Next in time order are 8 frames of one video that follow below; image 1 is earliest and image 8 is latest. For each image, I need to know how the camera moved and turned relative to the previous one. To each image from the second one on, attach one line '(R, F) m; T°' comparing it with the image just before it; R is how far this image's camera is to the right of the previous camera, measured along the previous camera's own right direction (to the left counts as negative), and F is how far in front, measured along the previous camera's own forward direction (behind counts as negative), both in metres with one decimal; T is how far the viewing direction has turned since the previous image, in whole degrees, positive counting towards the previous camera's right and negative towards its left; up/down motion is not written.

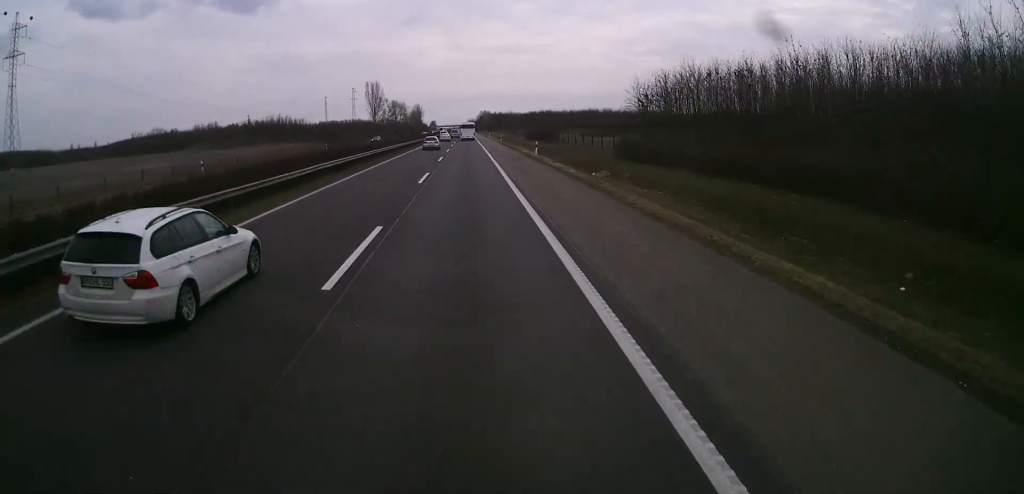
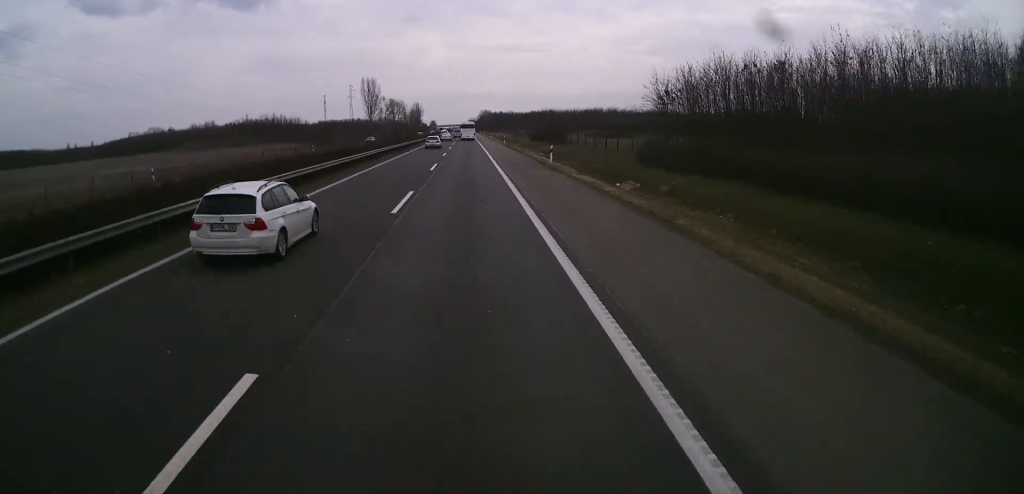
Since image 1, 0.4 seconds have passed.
(+0.1, +9.2) m; 0°
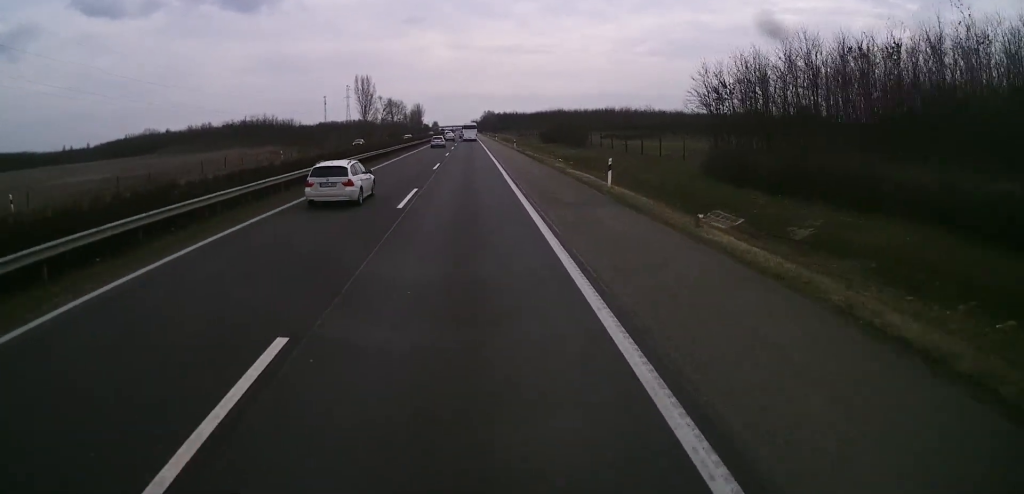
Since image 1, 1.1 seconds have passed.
(0.0, +17.0) m; -1°
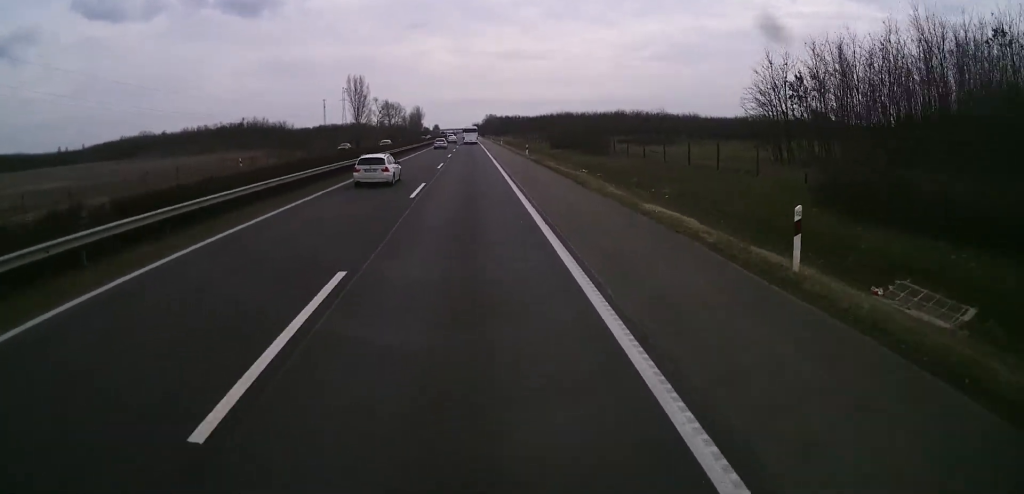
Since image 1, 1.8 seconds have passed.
(-0.3, +14.6) m; 0°
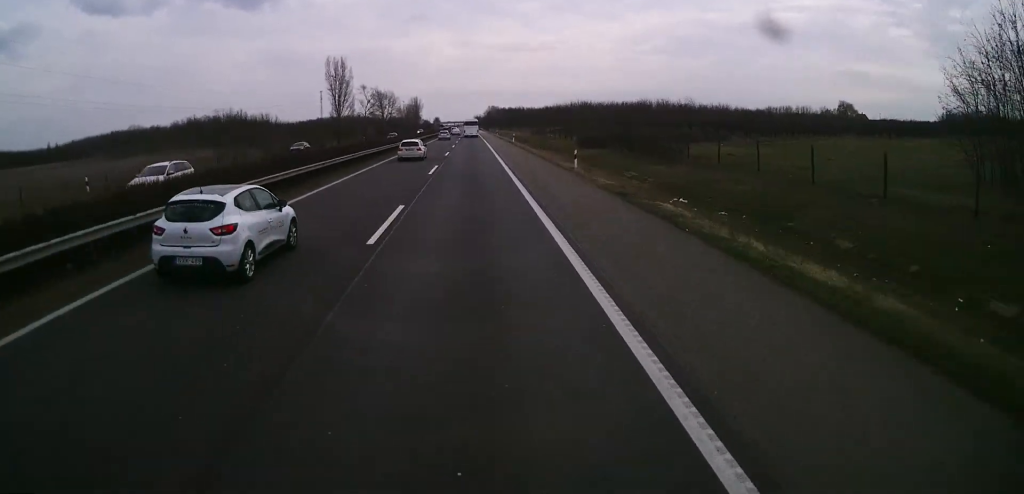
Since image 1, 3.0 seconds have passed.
(+0.4, +27.7) m; +1°
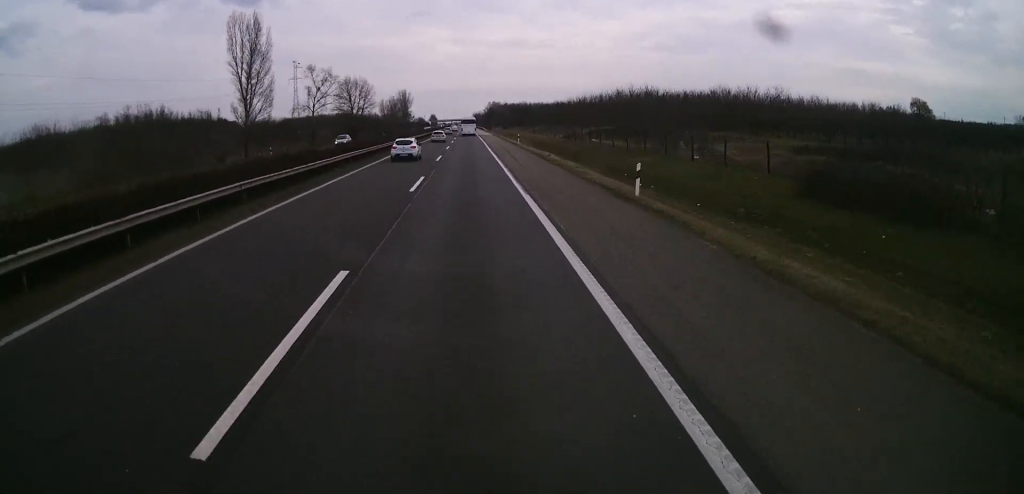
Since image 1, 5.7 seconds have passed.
(-0.7, +62.4) m; -1°
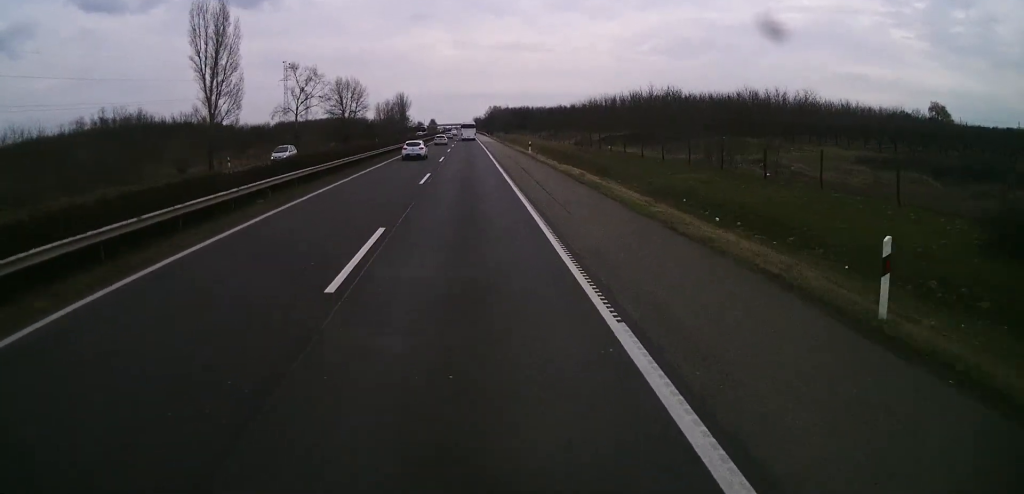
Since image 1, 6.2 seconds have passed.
(0.0, +13.1) m; 0°
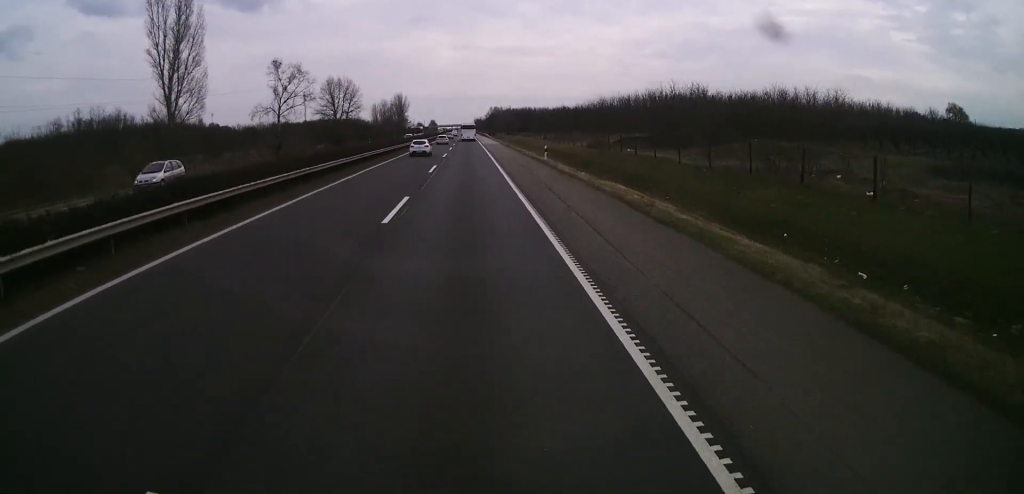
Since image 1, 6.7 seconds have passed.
(0.0, +11.6) m; 0°
